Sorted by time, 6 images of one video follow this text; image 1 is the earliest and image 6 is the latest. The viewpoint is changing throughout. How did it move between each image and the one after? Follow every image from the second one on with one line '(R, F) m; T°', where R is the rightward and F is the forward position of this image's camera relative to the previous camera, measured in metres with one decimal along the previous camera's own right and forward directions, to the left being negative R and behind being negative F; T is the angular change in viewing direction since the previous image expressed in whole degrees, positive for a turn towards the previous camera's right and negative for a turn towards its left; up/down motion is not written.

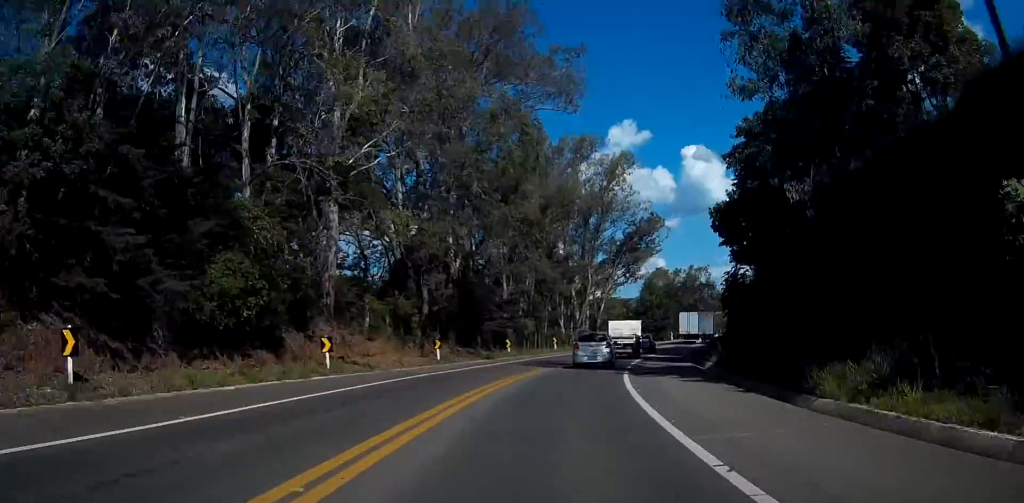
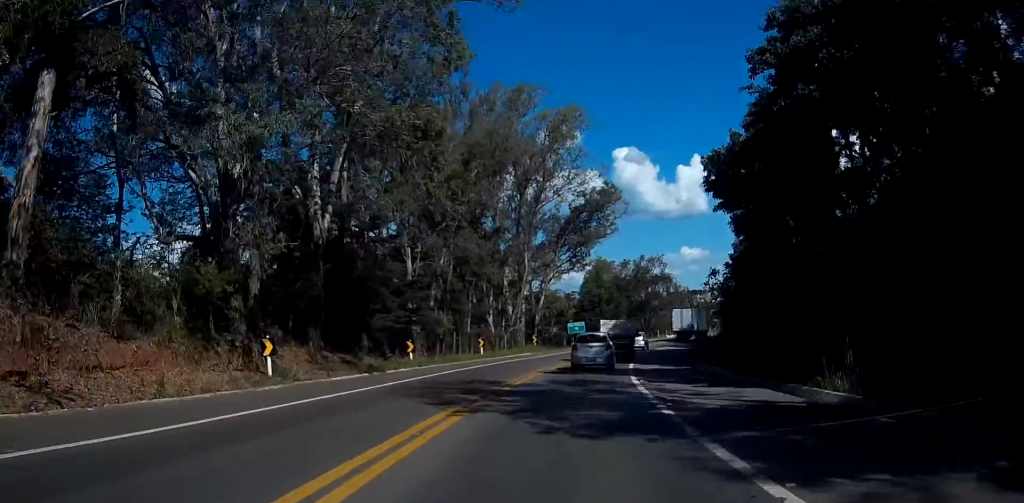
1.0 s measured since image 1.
(+0.9, +19.1) m; +5°
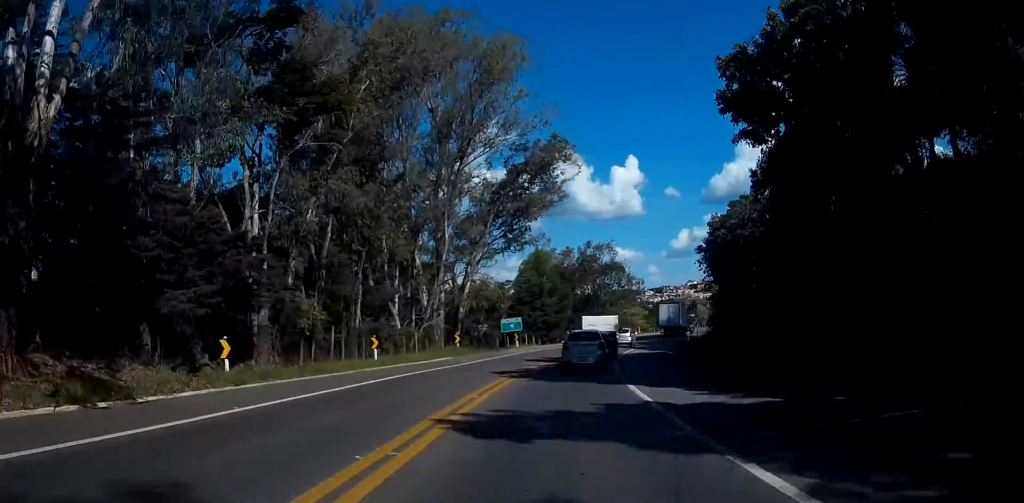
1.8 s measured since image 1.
(+0.7, +17.2) m; +5°
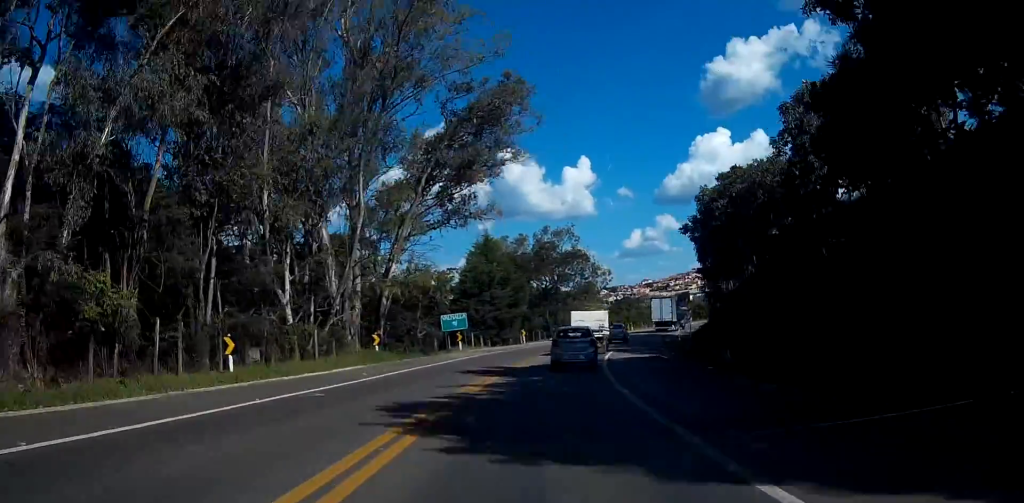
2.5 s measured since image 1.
(+0.5, +13.3) m; +4°
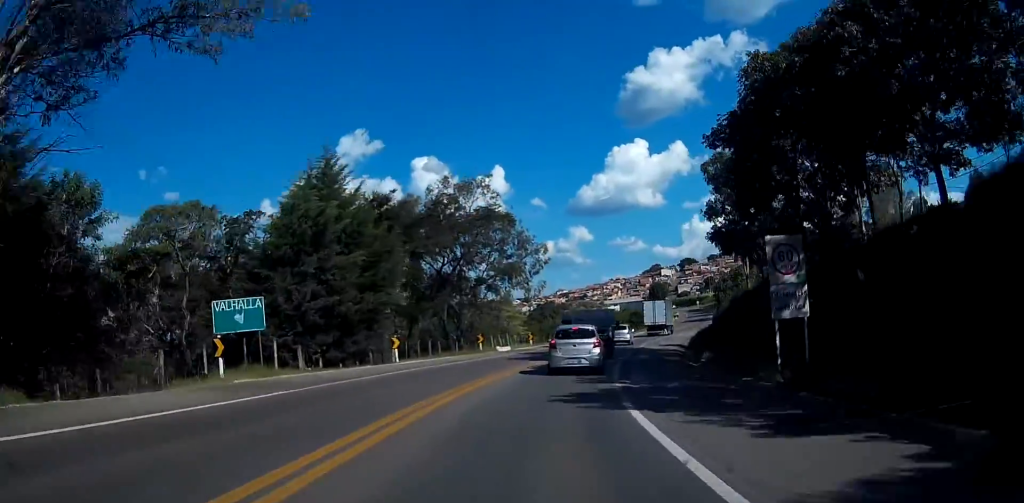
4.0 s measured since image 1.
(+2.1, +31.1) m; +7°
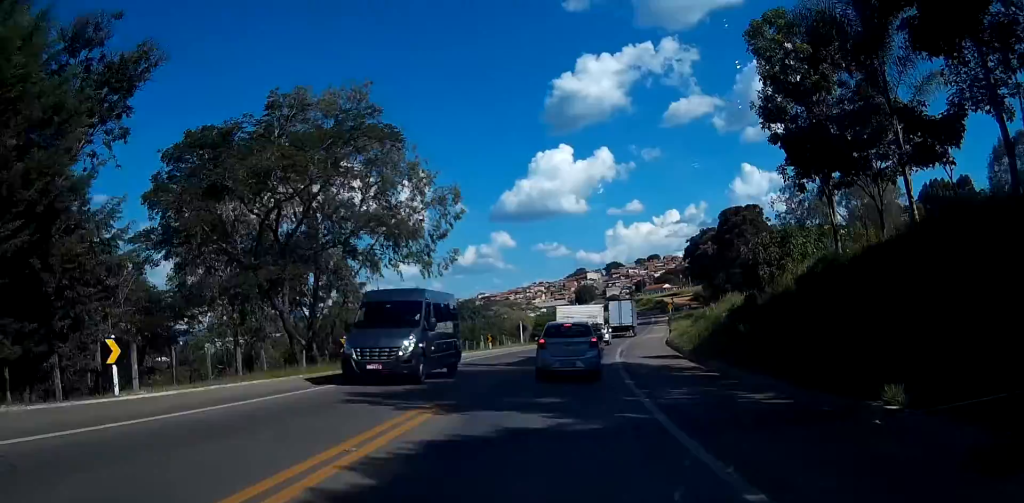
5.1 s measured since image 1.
(+0.9, +21.4) m; +5°
